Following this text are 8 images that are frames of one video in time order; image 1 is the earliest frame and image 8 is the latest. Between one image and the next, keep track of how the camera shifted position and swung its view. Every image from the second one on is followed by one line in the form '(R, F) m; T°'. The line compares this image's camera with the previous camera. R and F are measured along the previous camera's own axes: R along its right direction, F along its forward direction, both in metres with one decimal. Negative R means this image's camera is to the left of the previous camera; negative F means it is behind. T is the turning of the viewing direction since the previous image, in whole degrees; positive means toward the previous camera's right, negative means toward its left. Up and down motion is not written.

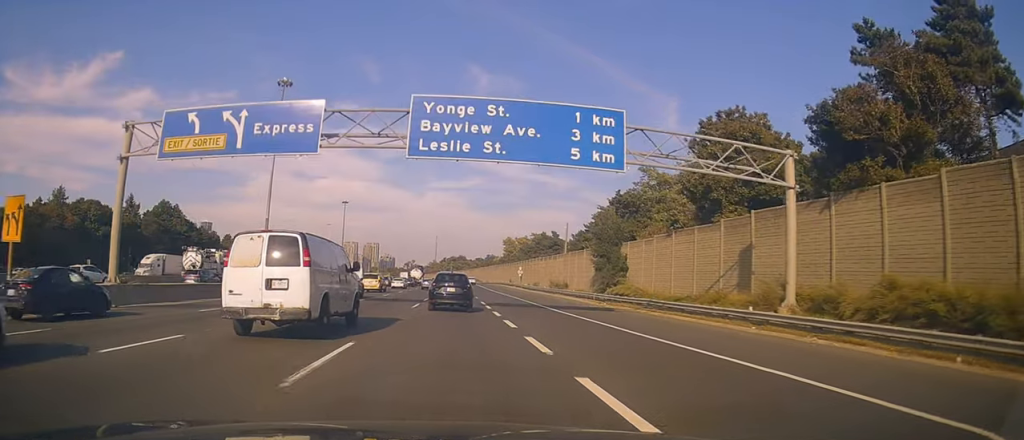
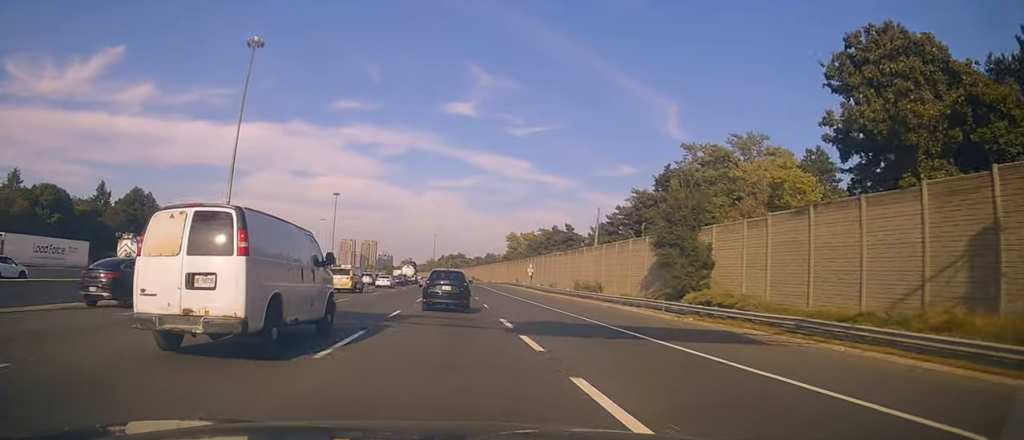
(-0.1, +17.6) m; -2°
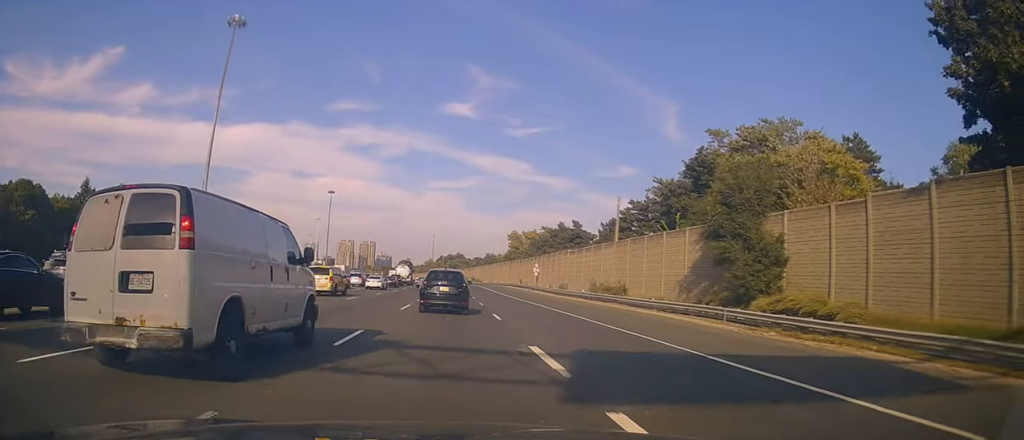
(-0.2, +8.2) m; -1°
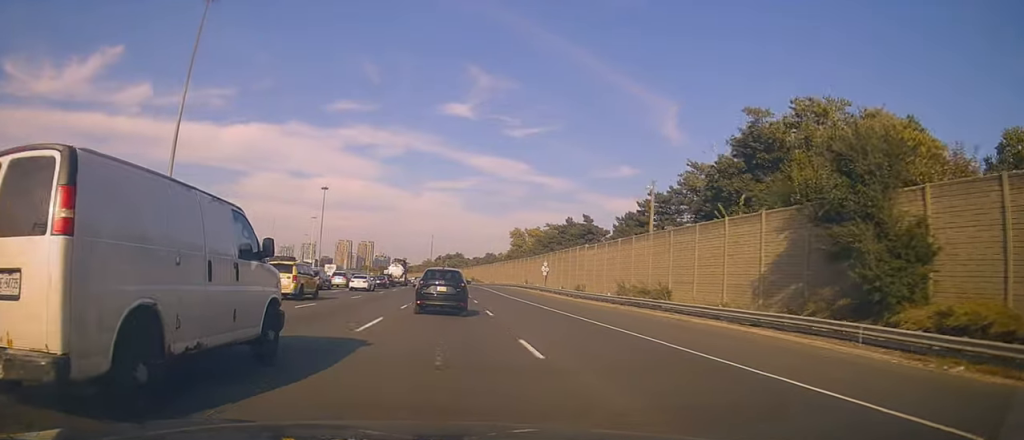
(-0.1, +9.9) m; +1°
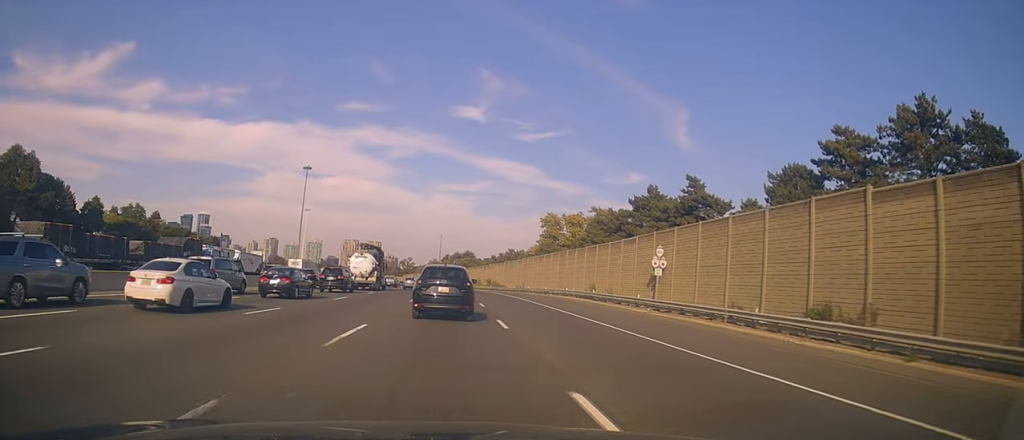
(+1.3, +44.0) m; -1°
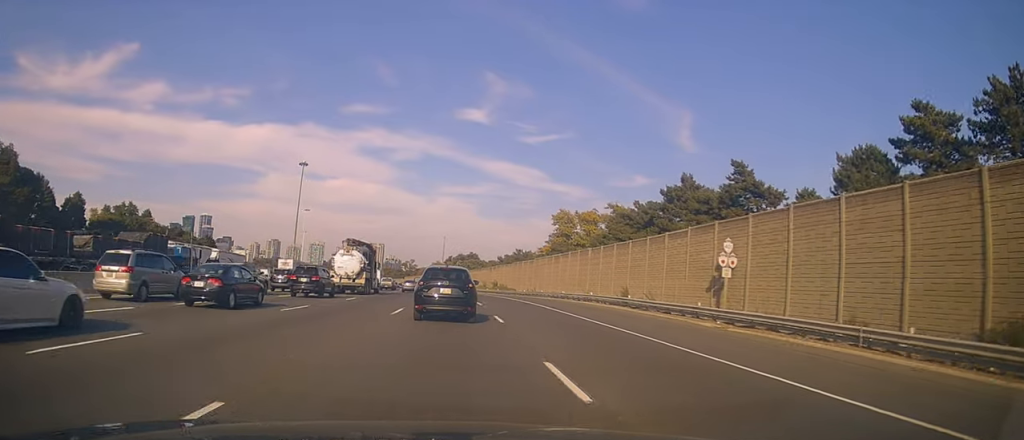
(-0.2, +9.4) m; 0°
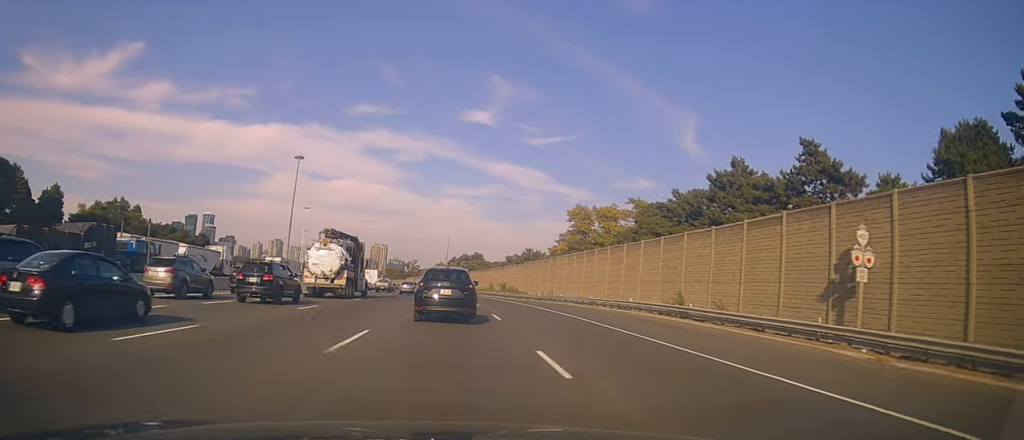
(-0.1, +10.3) m; +1°
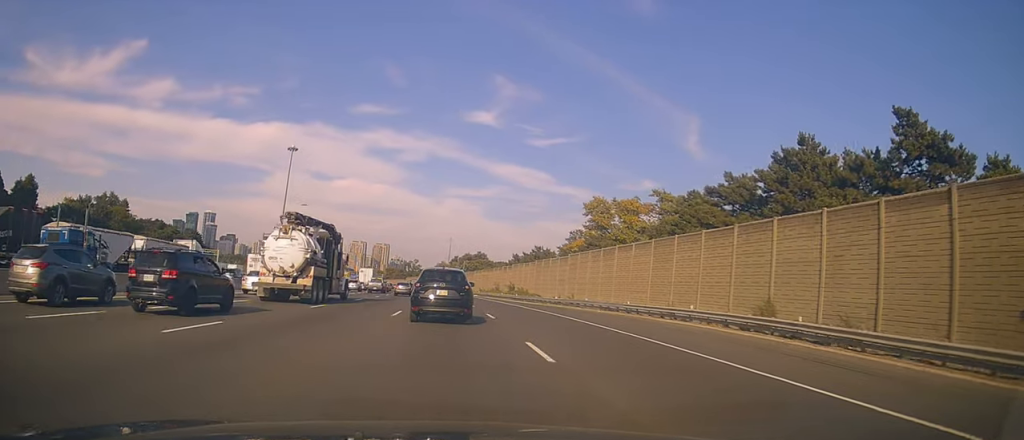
(+0.2, +10.3) m; +1°
